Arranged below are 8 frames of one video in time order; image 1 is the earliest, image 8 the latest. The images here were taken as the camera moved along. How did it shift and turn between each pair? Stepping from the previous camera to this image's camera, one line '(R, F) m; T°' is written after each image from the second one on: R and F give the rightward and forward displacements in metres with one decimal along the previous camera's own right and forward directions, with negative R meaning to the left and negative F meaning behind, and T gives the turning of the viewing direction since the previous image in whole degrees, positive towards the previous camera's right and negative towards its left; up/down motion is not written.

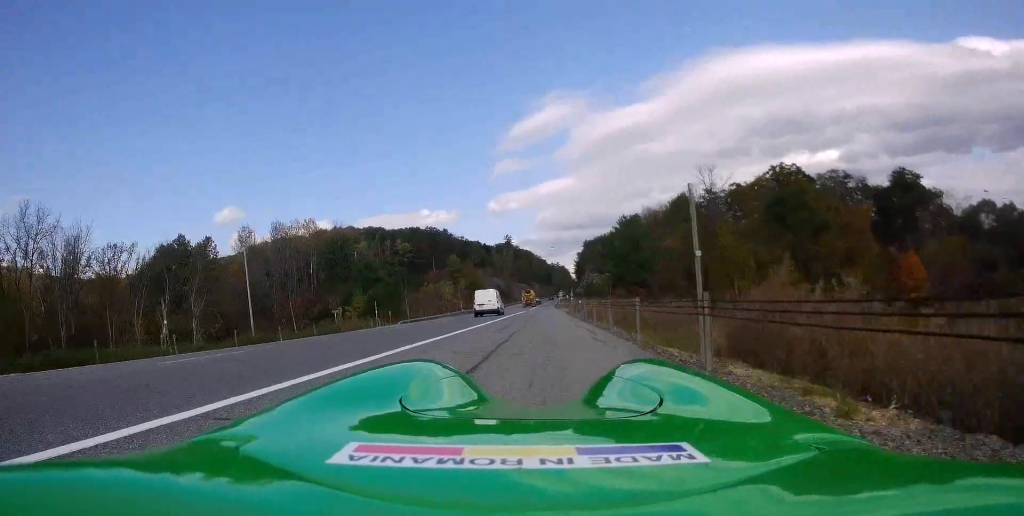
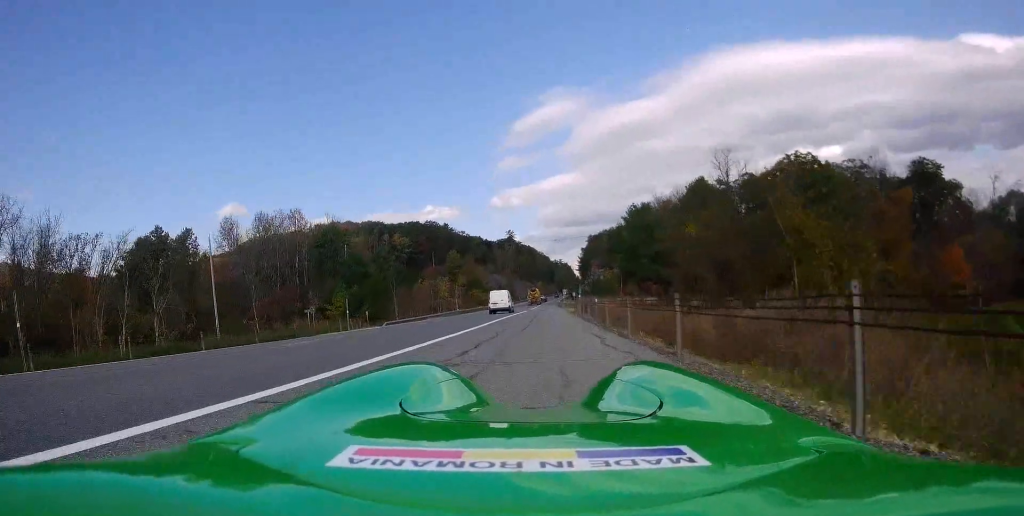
(-0.1, +8.2) m; -1°
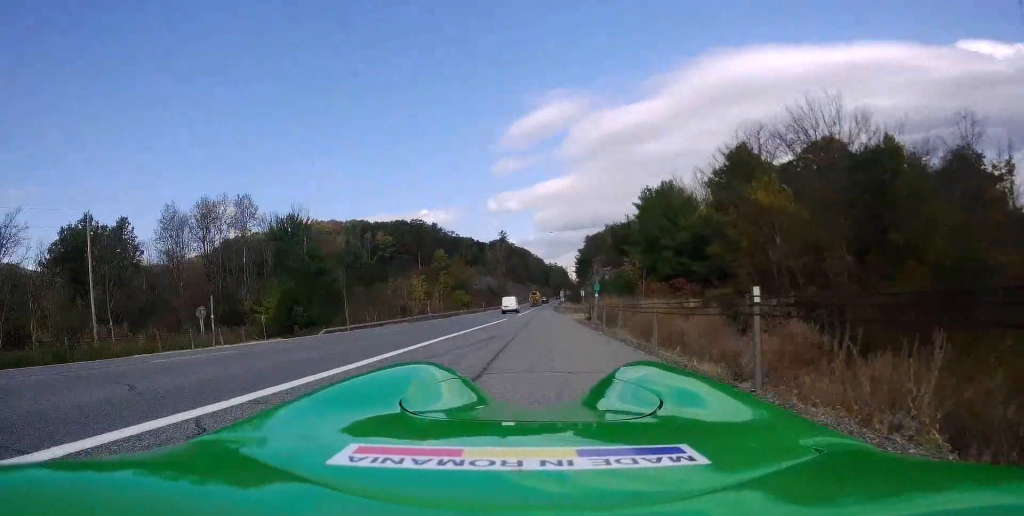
(-0.1, +17.7) m; +1°
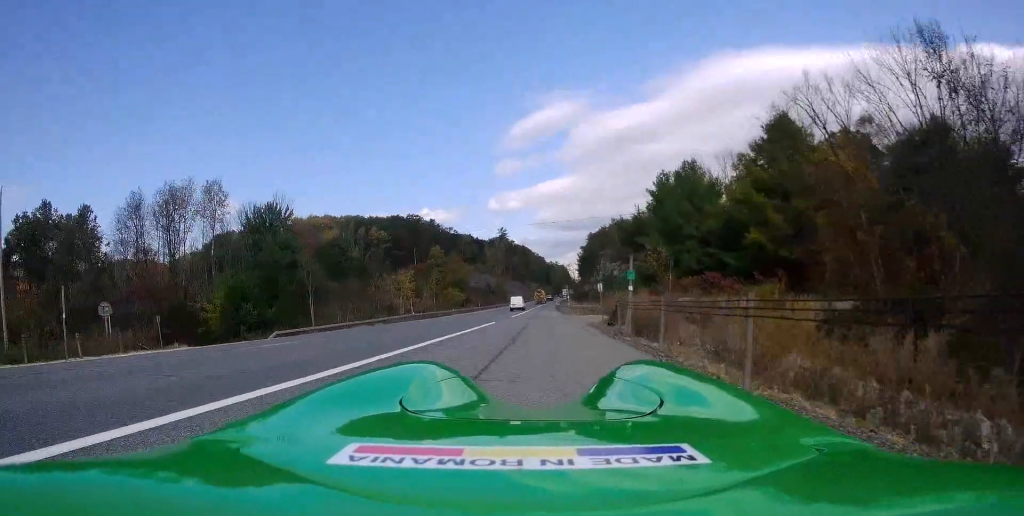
(+0.1, +9.6) m; 0°
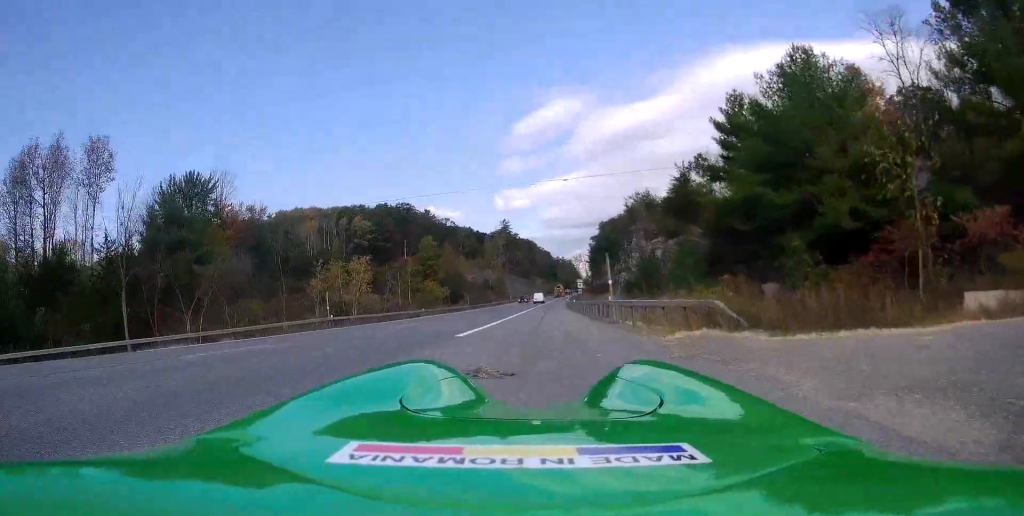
(0.0, +26.1) m; 0°
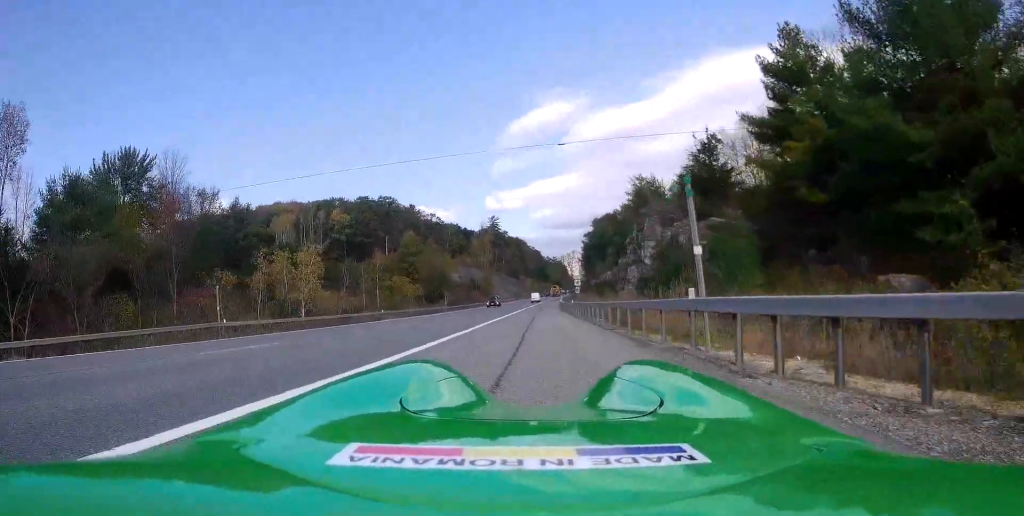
(-0.1, +12.3) m; 0°
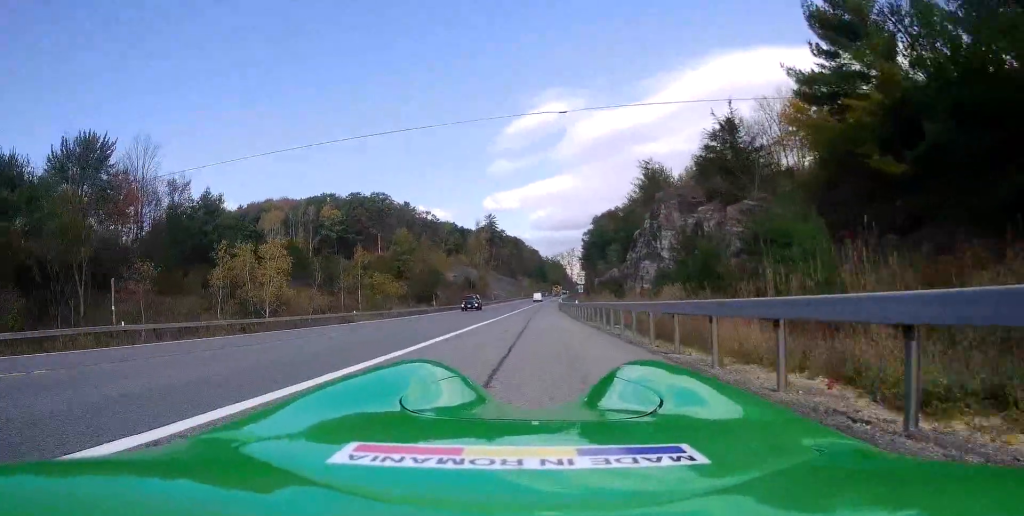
(+0.1, +6.8) m; 0°
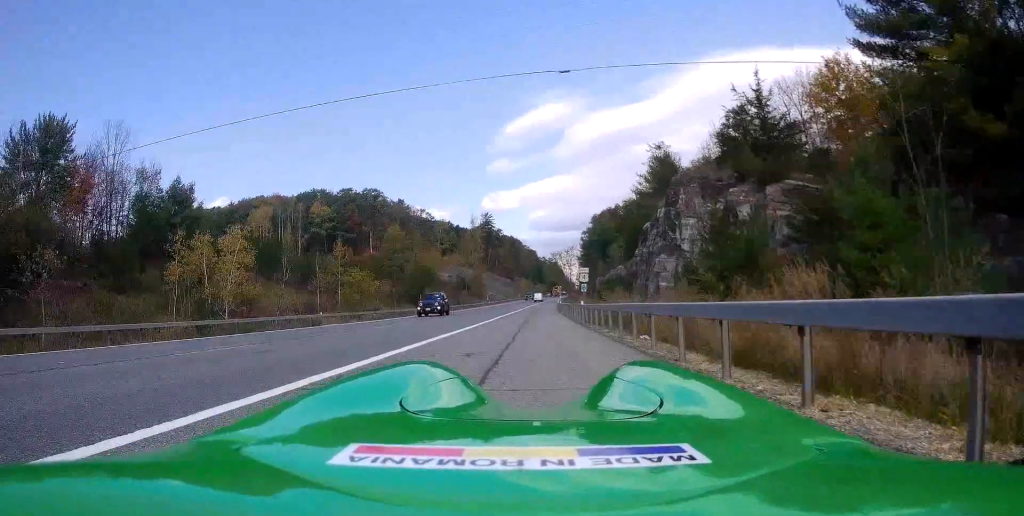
(0.0, +6.3) m; +1°
